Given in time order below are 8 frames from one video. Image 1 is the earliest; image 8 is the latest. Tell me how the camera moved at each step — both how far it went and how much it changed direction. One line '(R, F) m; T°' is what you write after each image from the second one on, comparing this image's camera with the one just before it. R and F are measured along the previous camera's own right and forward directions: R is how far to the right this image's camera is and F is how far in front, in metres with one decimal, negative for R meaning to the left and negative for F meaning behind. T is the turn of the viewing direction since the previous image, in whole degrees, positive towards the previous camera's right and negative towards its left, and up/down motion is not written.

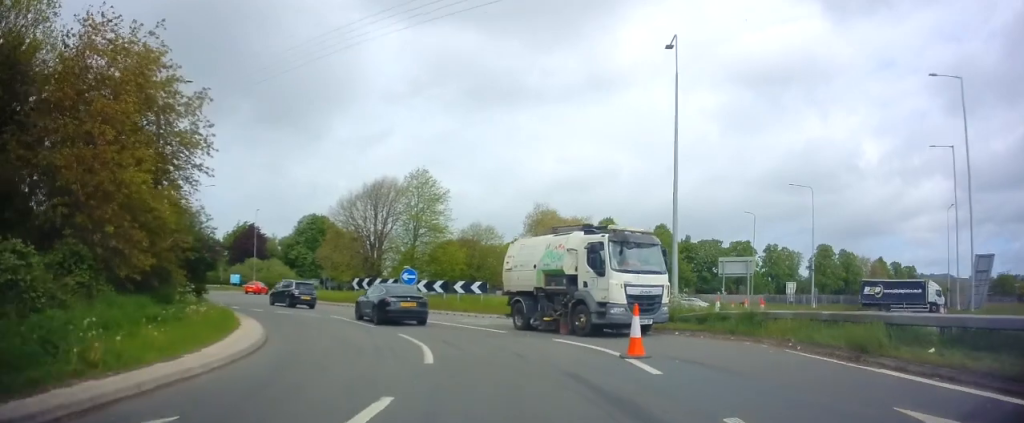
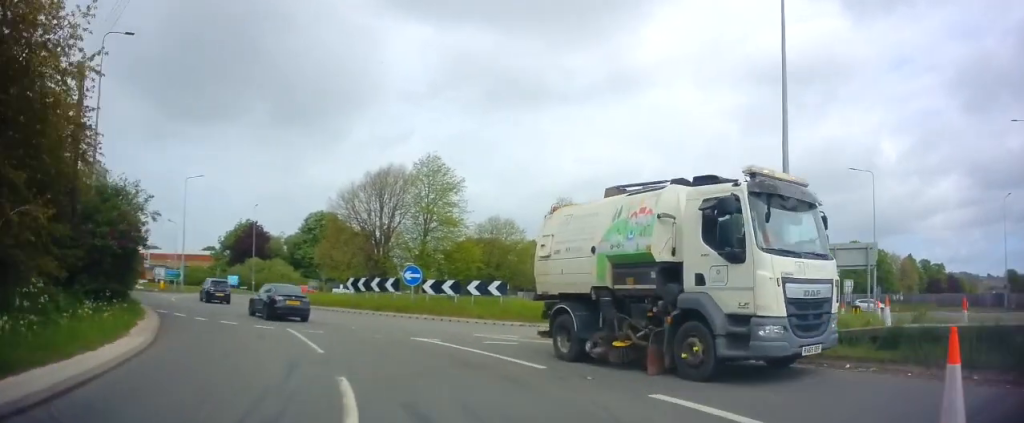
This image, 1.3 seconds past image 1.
(-0.4, +7.5) m; -6°
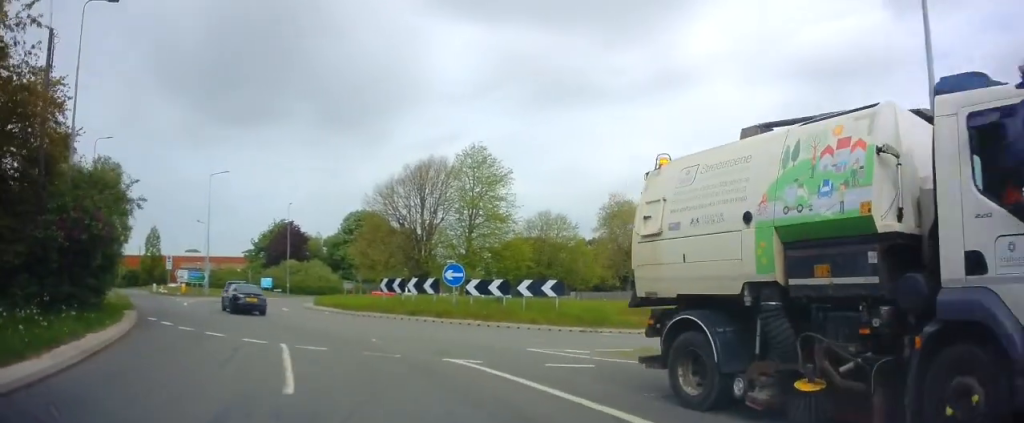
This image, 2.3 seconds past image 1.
(-0.2, +4.4) m; -7°
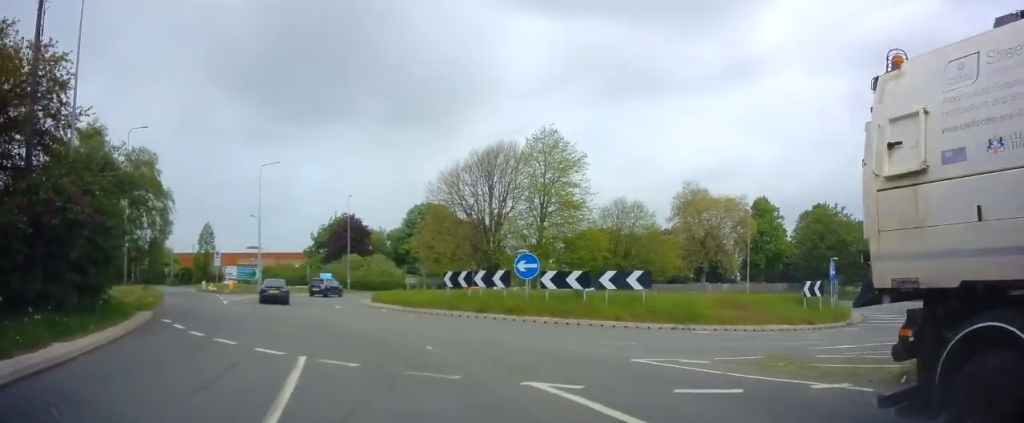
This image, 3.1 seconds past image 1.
(-0.3, +3.4) m; -7°
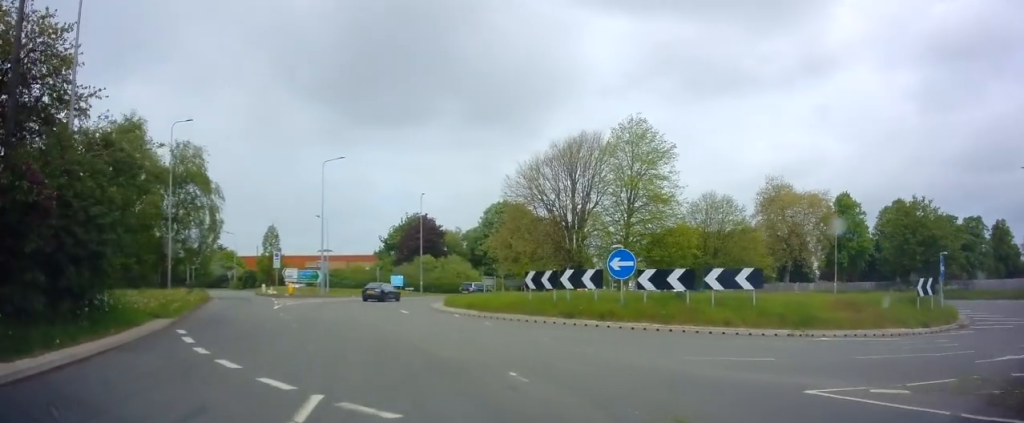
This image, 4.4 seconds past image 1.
(-0.2, +3.6) m; -6°
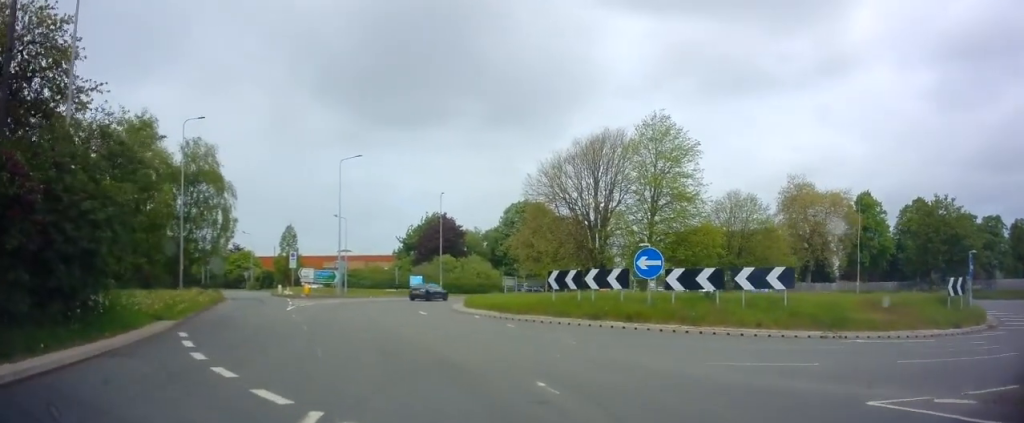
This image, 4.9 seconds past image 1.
(0.0, +1.1) m; -2°
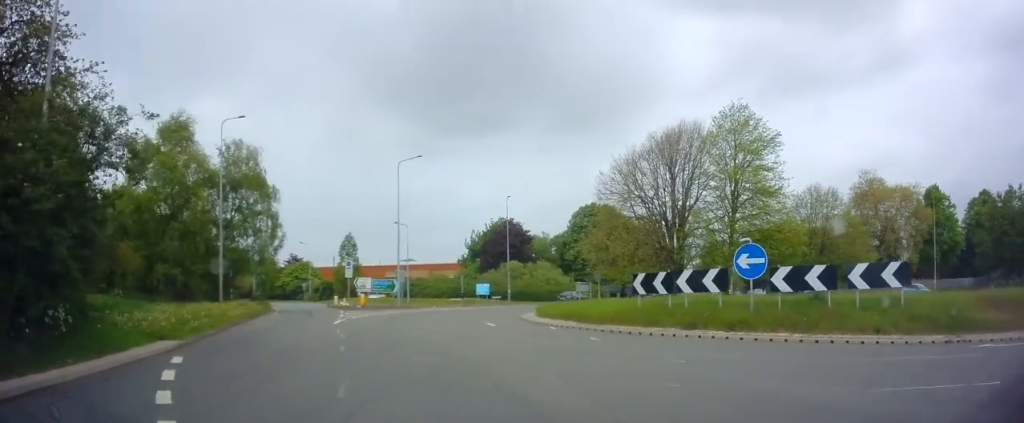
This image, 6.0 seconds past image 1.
(-0.2, +3.3) m; -11°
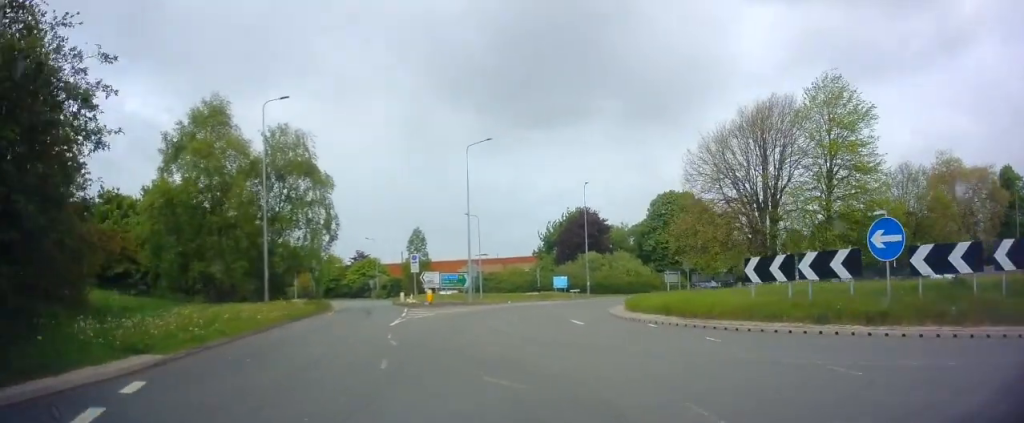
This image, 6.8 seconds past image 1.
(-0.3, +3.6) m; -6°
